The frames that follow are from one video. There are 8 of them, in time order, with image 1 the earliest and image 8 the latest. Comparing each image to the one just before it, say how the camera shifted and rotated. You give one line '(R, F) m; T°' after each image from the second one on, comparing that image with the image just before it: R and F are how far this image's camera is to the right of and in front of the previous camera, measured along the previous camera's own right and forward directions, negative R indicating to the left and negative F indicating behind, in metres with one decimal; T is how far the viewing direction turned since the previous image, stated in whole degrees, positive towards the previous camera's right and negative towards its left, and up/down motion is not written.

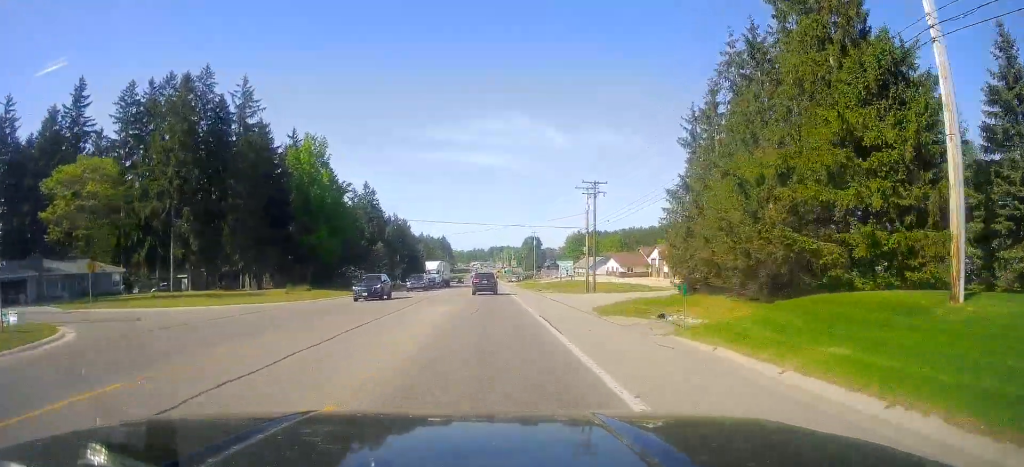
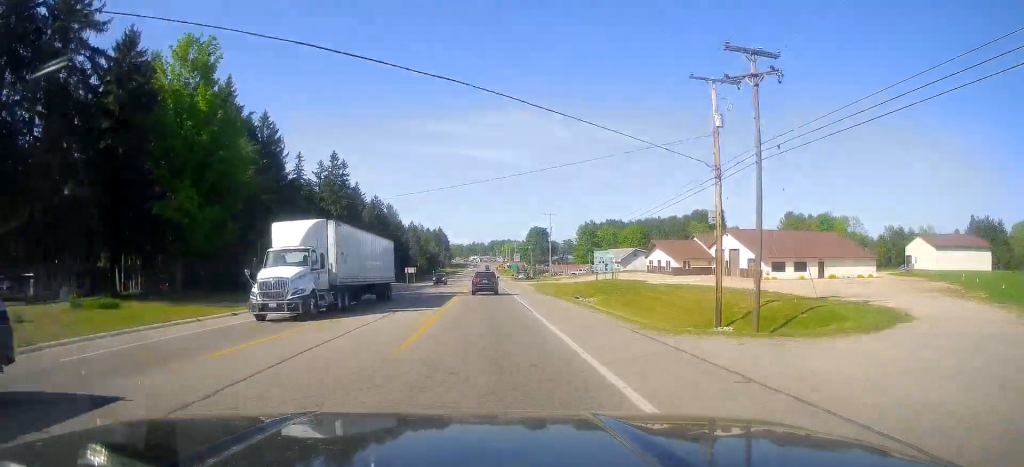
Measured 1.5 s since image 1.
(+0.3, +34.1) m; +1°
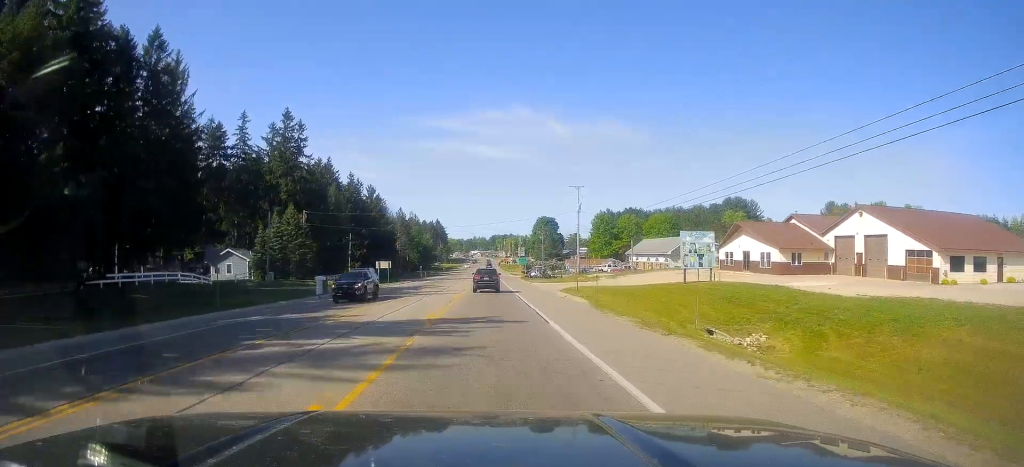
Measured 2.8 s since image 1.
(+0.2, +31.1) m; 0°
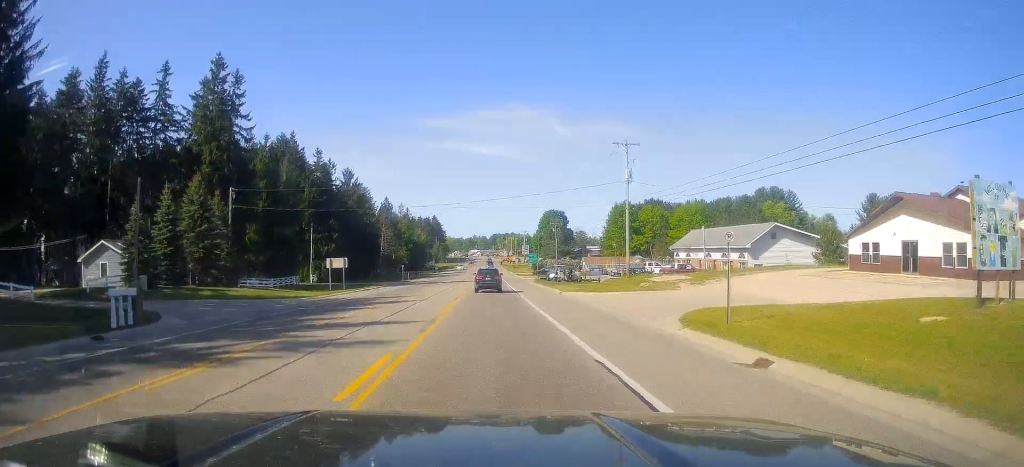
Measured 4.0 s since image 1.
(-0.1, +26.4) m; -1°
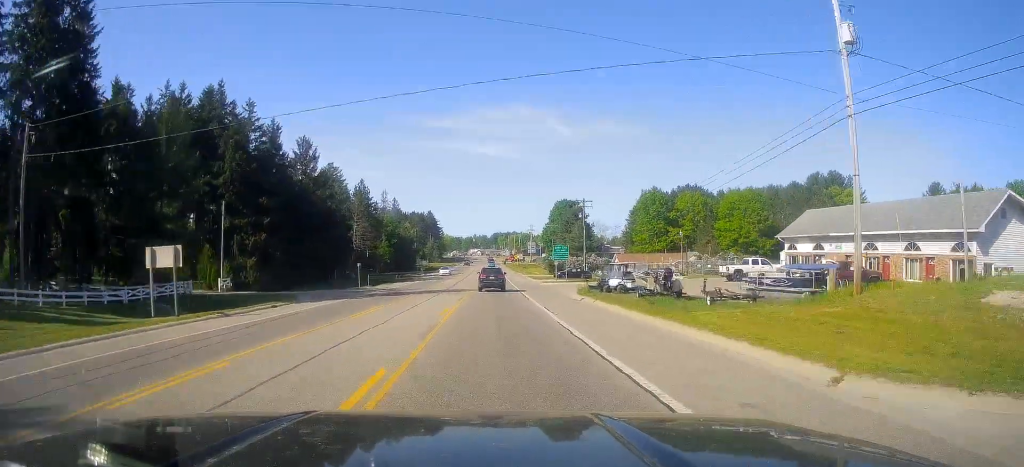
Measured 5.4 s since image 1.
(-0.2, +32.1) m; +1°
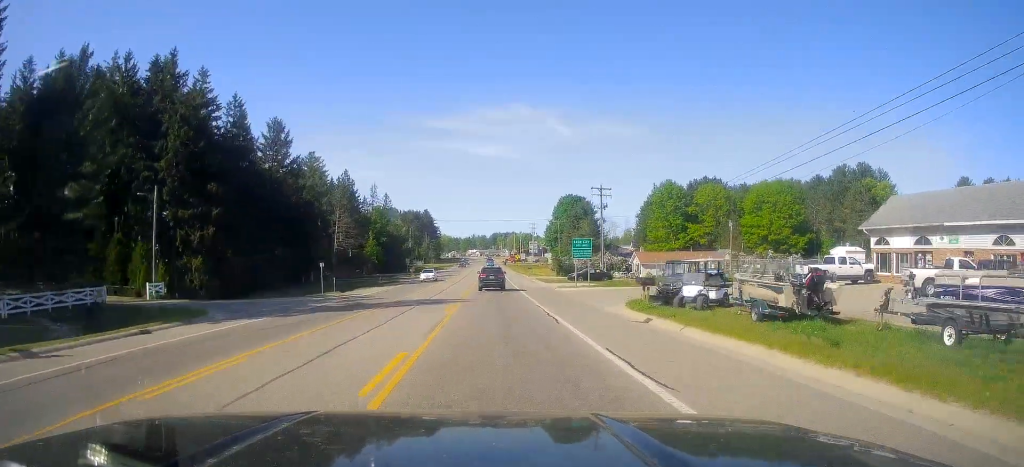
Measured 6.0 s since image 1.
(+0.3, +13.4) m; +1°
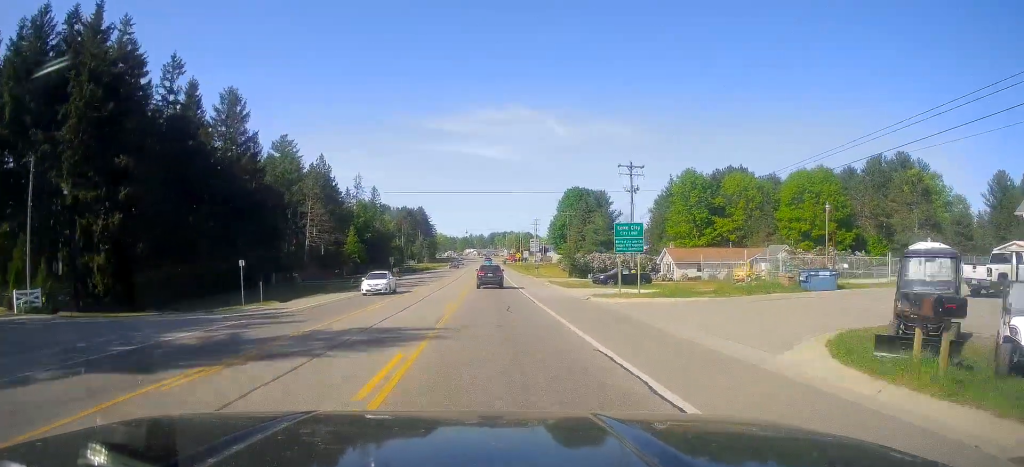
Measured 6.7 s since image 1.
(0.0, +15.6) m; 0°
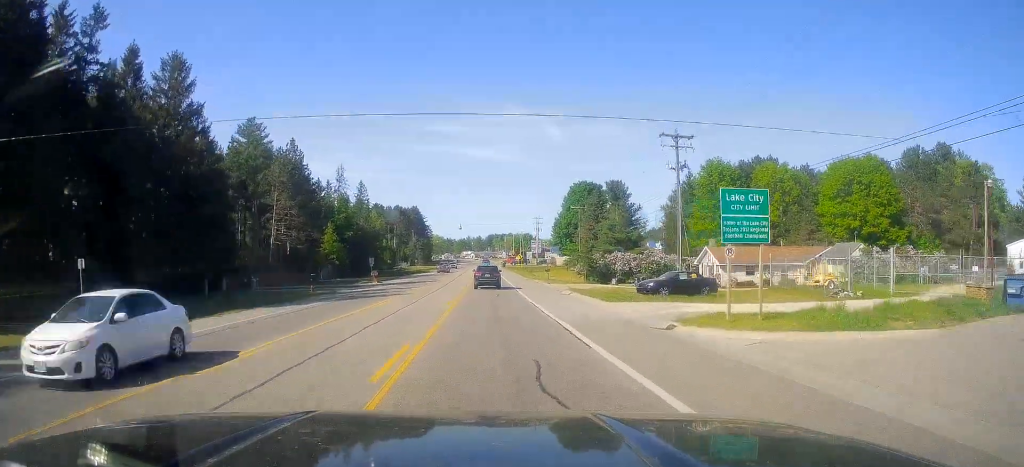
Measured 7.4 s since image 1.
(-0.1, +14.2) m; 0°
